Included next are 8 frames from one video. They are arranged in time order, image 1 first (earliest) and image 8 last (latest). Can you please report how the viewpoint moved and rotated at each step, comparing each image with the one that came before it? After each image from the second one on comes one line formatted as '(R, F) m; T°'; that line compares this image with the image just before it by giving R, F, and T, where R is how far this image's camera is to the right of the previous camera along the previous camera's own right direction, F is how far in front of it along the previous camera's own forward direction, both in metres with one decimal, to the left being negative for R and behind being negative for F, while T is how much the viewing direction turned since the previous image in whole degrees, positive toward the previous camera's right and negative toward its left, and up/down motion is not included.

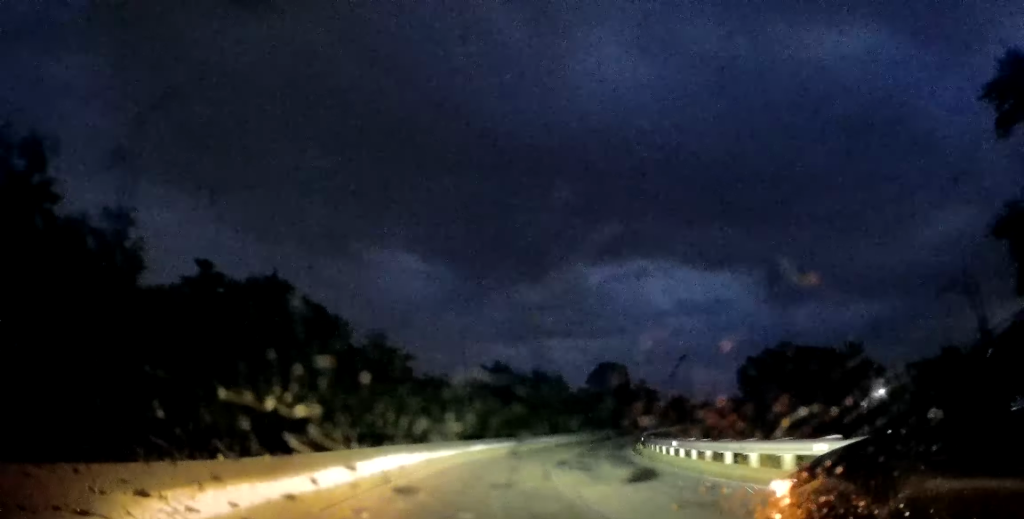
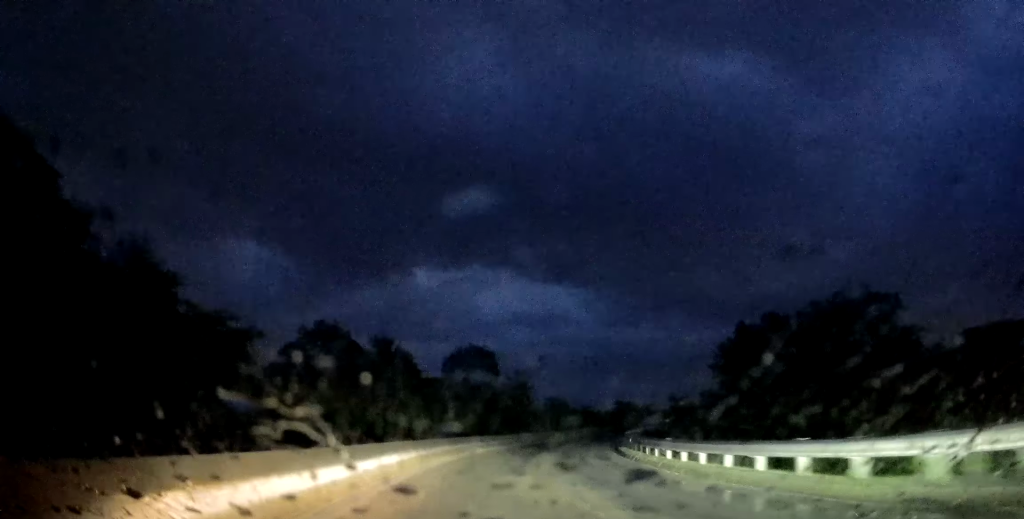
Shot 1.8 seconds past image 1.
(+4.3, +29.8) m; +14°
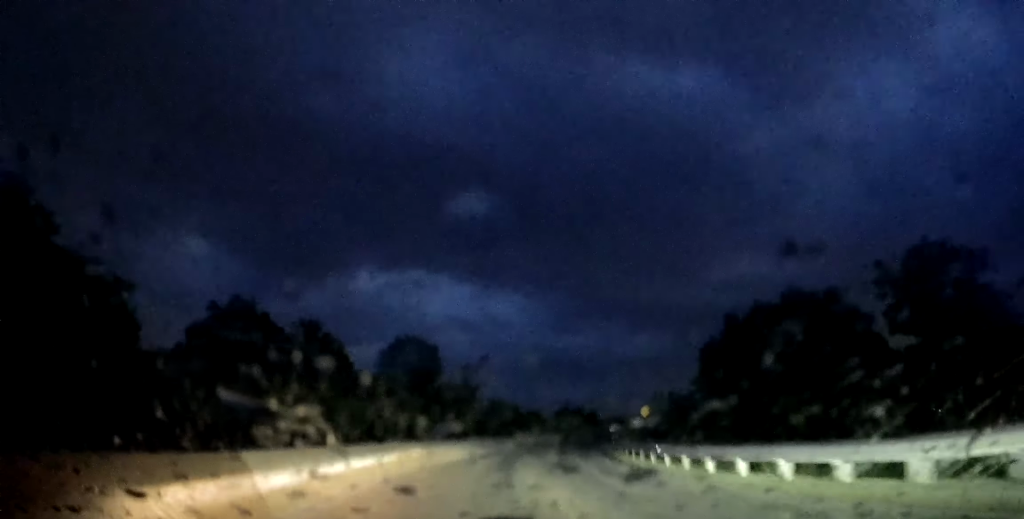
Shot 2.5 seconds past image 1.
(+0.1, +10.6) m; +3°
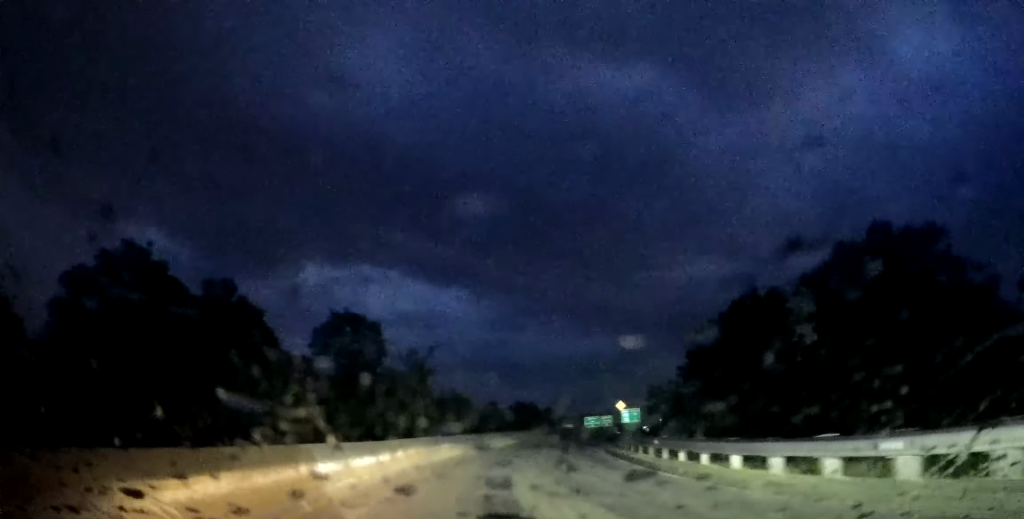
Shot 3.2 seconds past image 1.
(+0.4, +12.3) m; +7°
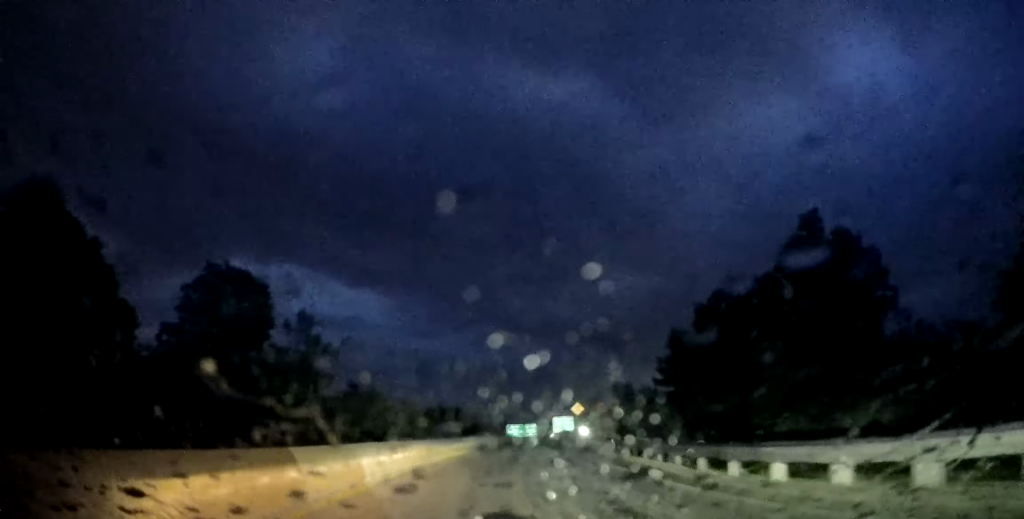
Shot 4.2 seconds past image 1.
(+1.8, +17.3) m; +10°
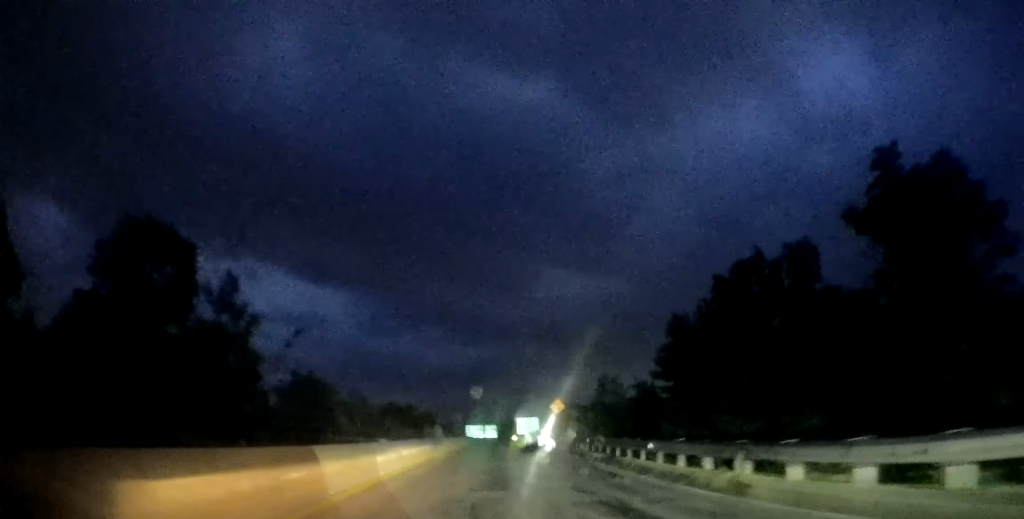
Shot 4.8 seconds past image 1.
(+0.5, +8.9) m; +5°
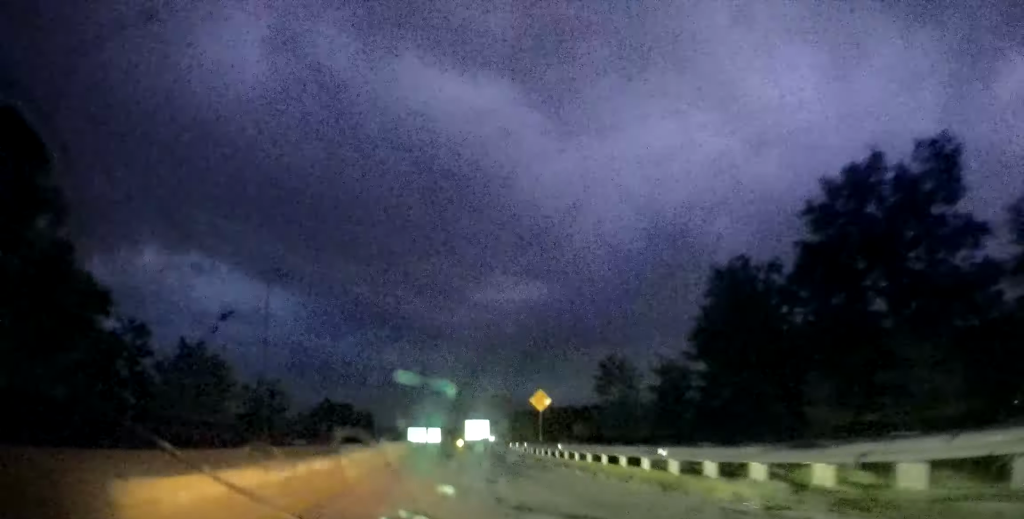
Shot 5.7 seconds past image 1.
(+0.9, +15.0) m; +8°
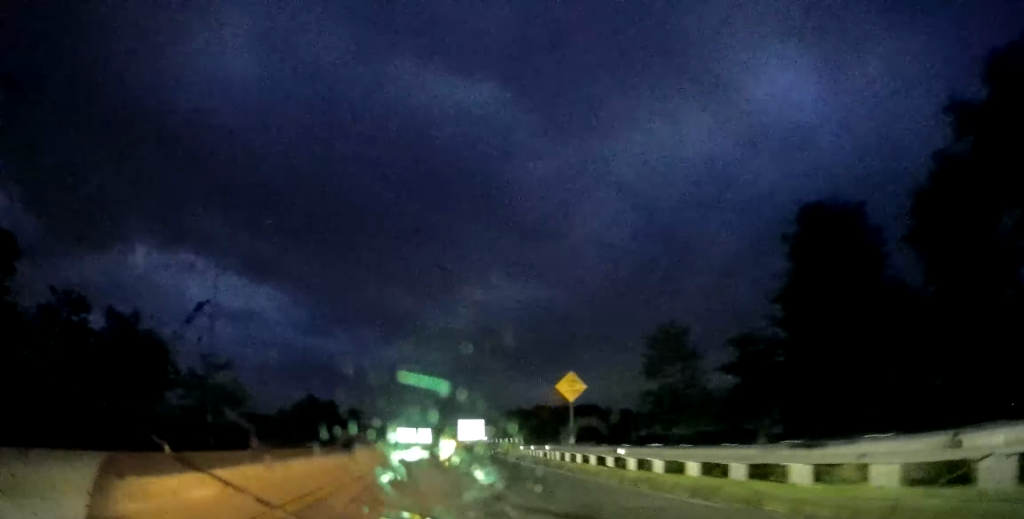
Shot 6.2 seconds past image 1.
(+0.6, +8.9) m; +3°
